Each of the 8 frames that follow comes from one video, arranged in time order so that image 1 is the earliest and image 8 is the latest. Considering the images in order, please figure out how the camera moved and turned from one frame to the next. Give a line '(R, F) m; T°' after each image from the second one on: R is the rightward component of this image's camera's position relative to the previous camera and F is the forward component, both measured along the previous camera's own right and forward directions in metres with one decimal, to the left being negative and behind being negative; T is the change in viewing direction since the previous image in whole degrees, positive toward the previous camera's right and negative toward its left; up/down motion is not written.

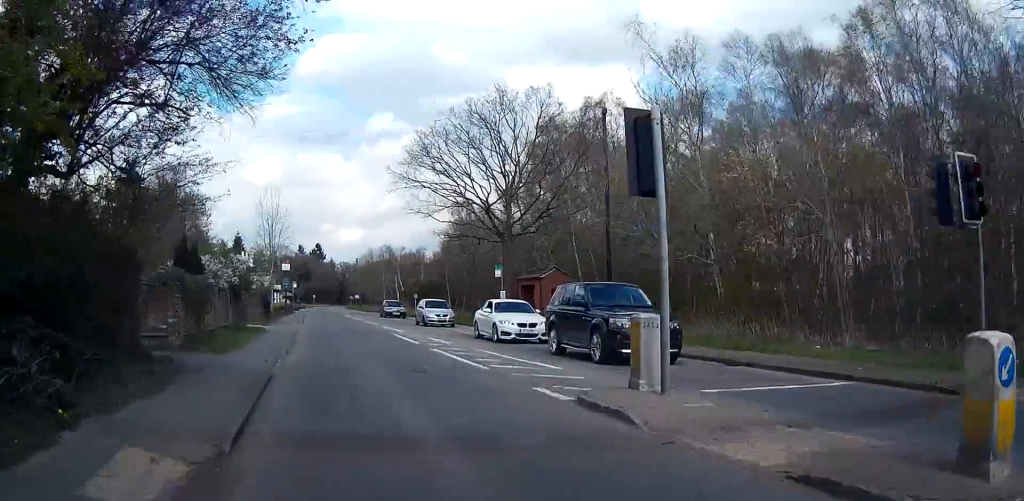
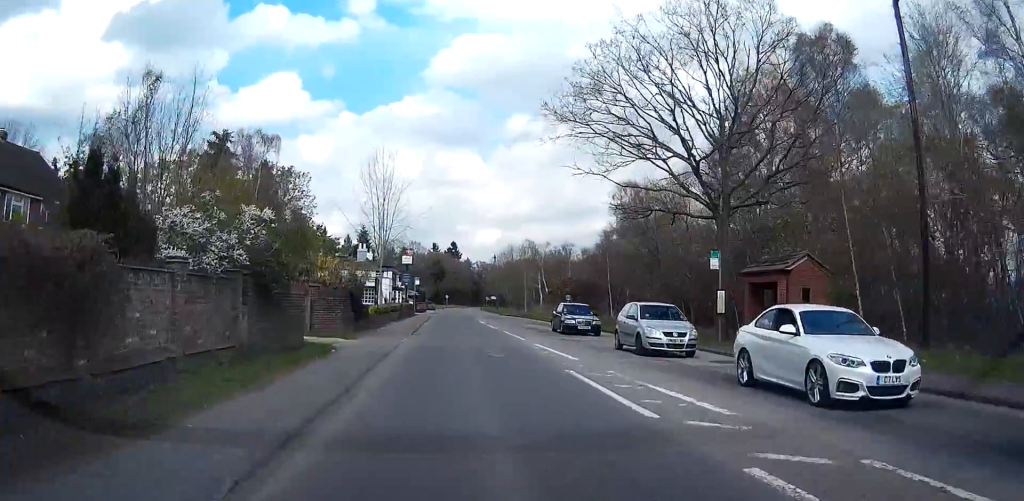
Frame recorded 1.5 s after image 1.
(-3.0, +13.3) m; -18°
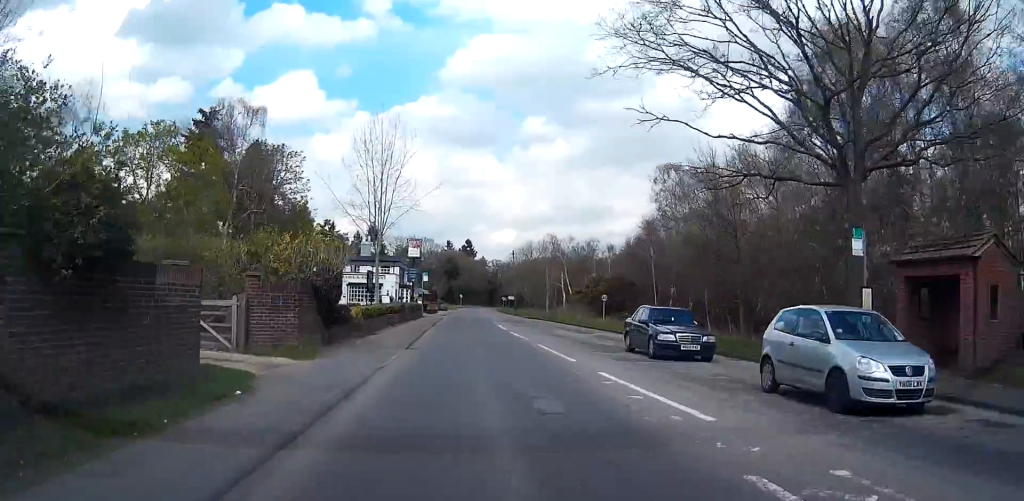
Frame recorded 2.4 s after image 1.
(-0.1, +9.2) m; -1°
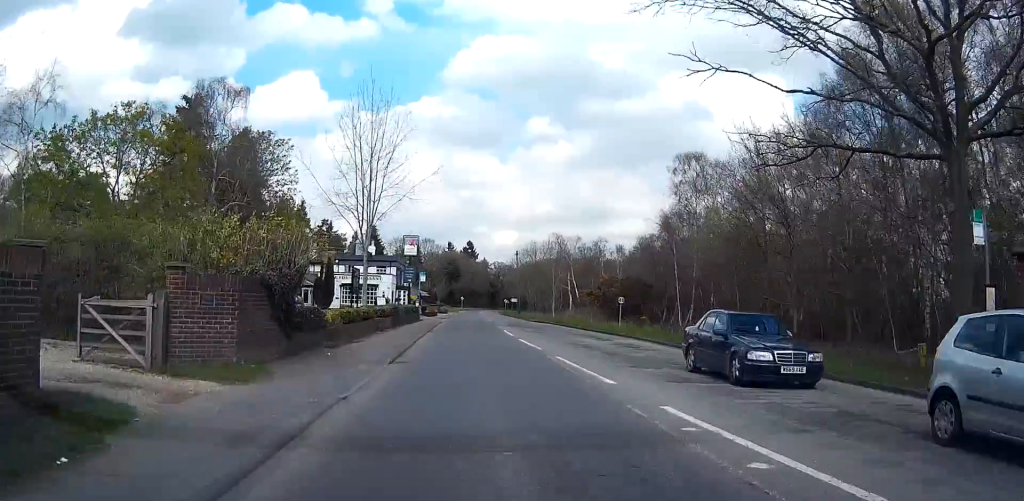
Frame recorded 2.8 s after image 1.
(0.0, +4.9) m; 0°
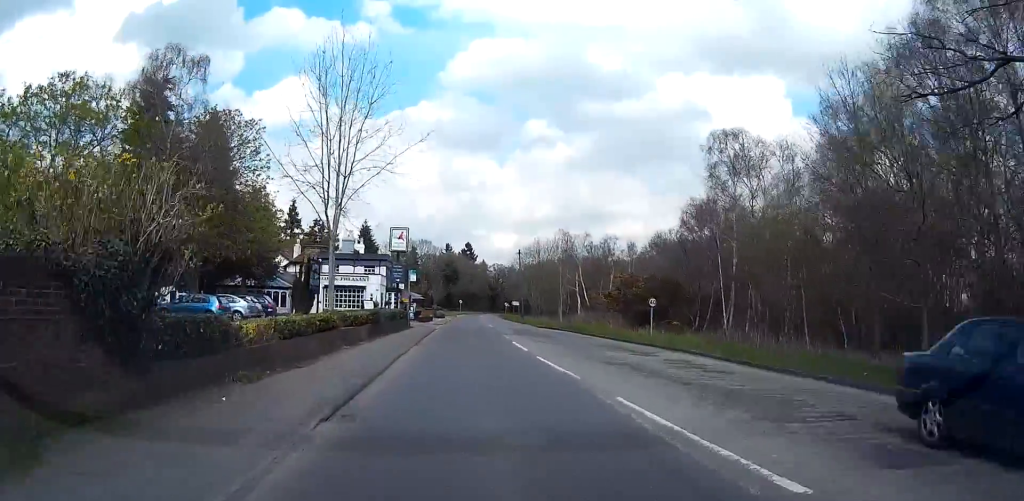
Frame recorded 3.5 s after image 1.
(0.0, +7.7) m; +1°
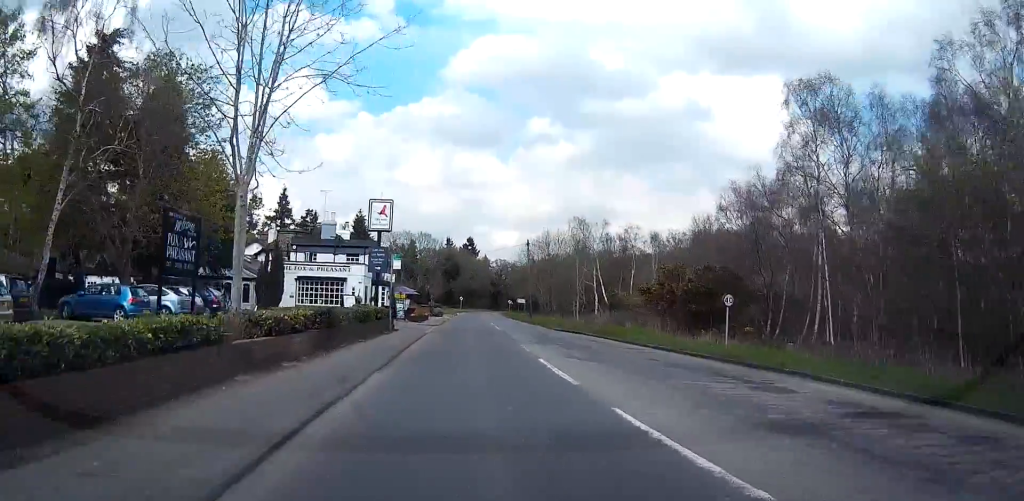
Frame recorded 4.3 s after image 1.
(+0.1, +10.8) m; 0°
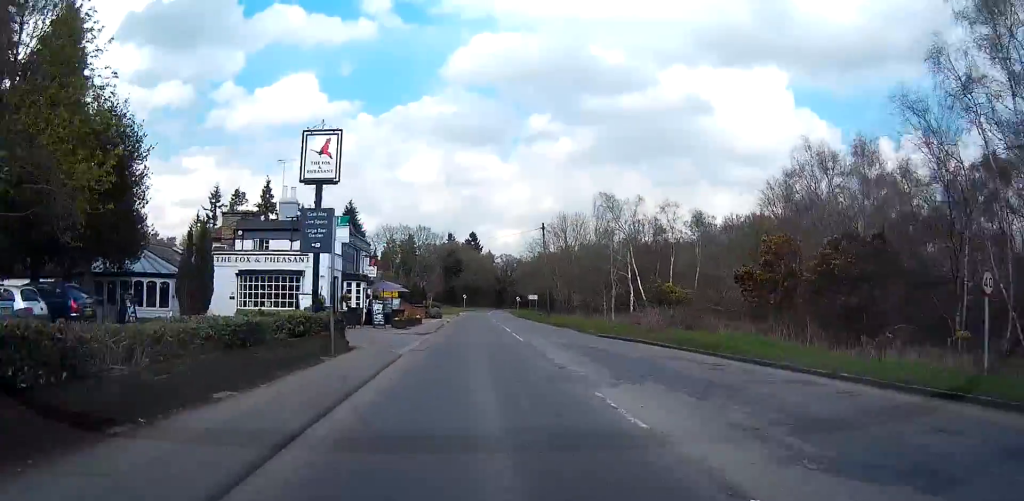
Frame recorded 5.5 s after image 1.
(-0.1, +14.5) m; 0°
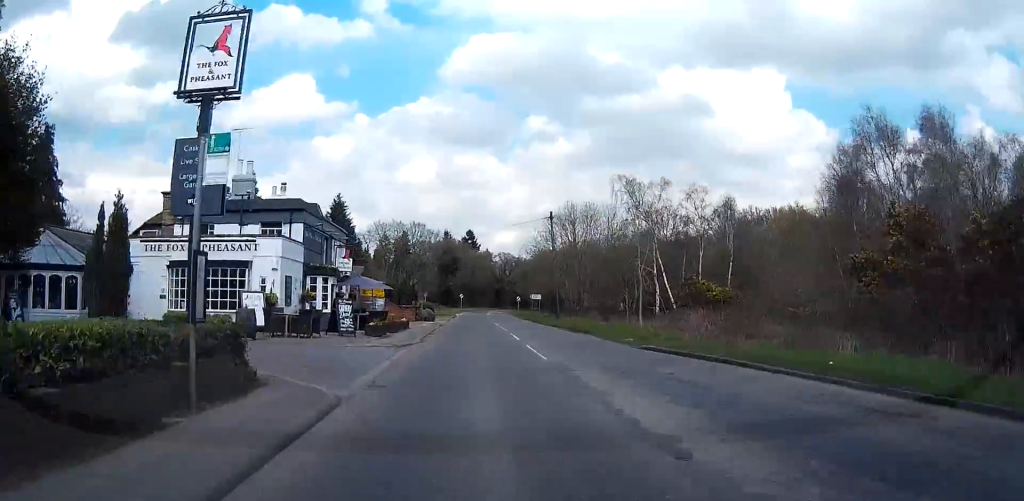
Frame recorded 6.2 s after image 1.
(0.0, +9.1) m; 0°
